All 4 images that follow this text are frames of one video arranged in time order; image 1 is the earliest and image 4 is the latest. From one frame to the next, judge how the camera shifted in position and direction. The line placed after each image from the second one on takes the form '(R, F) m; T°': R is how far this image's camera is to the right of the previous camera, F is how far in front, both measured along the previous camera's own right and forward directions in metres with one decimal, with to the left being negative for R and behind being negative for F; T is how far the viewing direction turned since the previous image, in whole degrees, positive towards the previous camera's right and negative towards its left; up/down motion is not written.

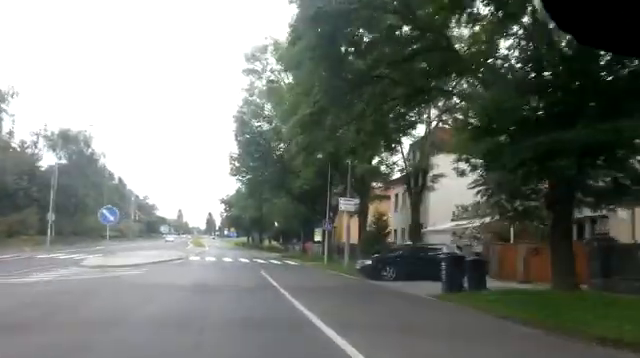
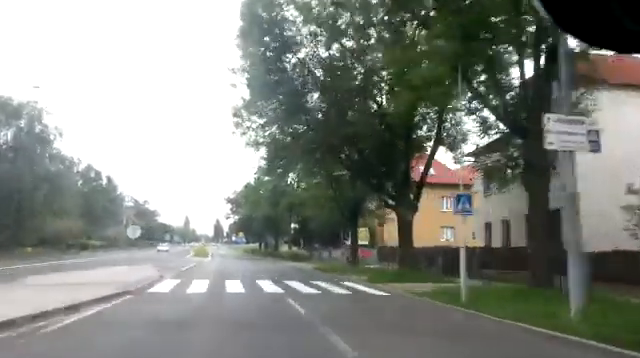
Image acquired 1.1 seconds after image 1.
(+0.1, +15.7) m; -1°
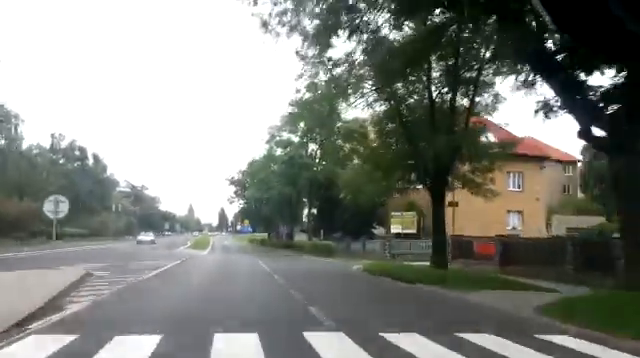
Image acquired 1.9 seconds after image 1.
(-0.2, +11.6) m; -1°
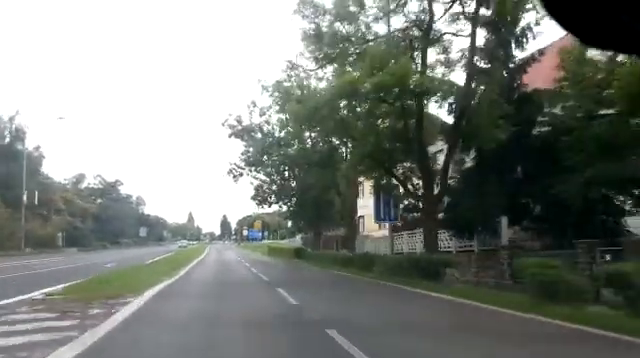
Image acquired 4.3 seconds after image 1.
(-0.6, +35.3) m; -1°
